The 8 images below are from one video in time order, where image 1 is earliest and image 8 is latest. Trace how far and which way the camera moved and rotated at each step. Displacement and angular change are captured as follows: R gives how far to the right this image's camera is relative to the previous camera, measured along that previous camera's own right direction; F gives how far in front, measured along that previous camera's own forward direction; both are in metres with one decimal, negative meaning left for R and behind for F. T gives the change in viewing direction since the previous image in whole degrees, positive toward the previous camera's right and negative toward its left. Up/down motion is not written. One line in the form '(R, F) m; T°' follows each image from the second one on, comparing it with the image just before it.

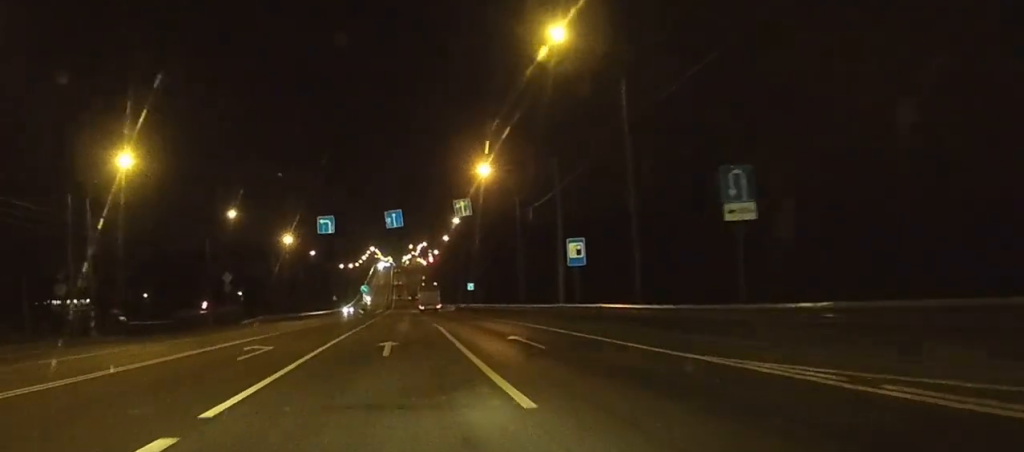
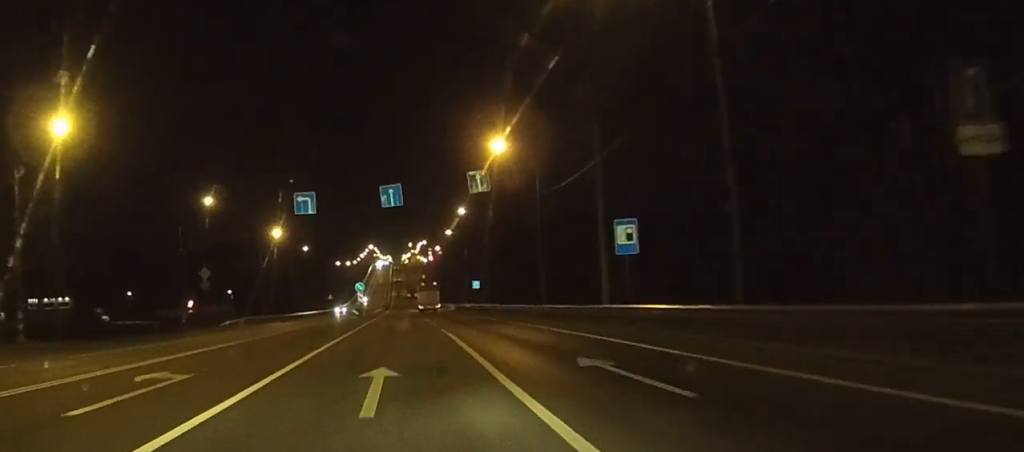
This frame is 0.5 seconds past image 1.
(-0.1, +10.4) m; 0°
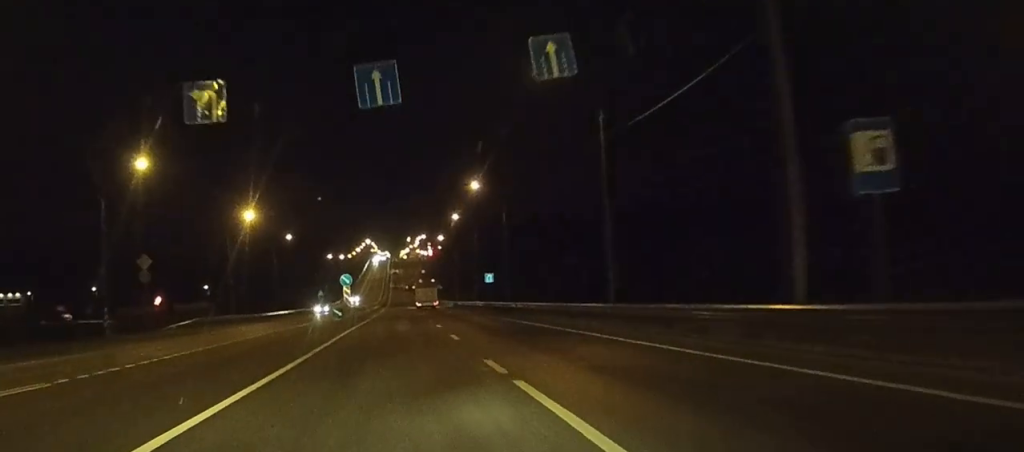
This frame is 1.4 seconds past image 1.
(0.0, +19.4) m; 0°
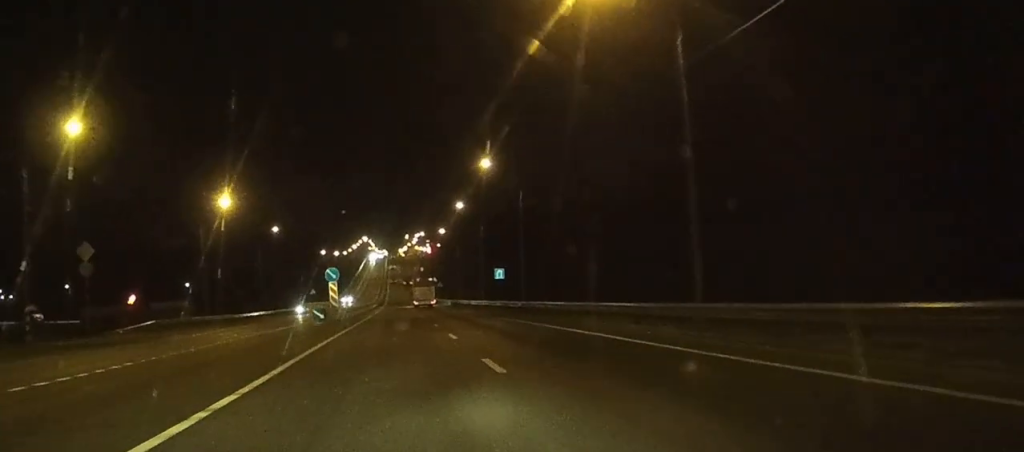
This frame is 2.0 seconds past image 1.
(0.0, +11.9) m; 0°
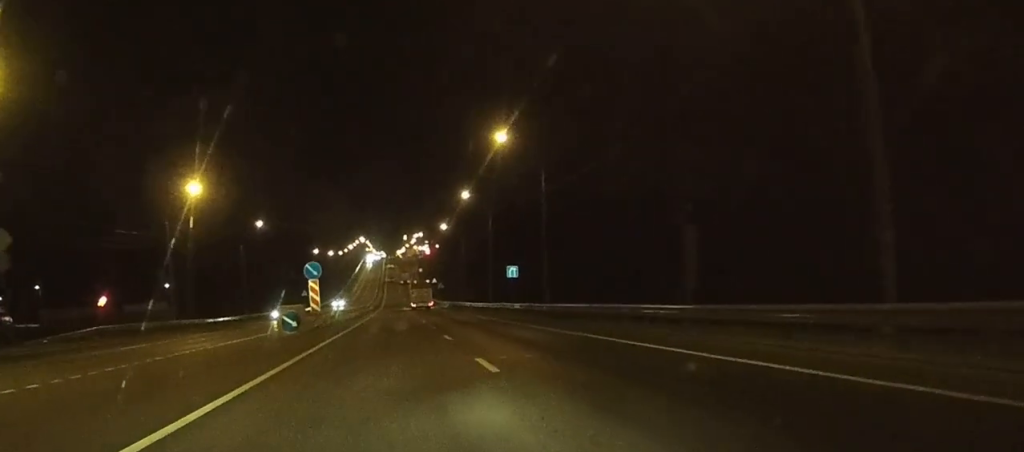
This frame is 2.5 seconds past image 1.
(0.0, +11.4) m; 0°
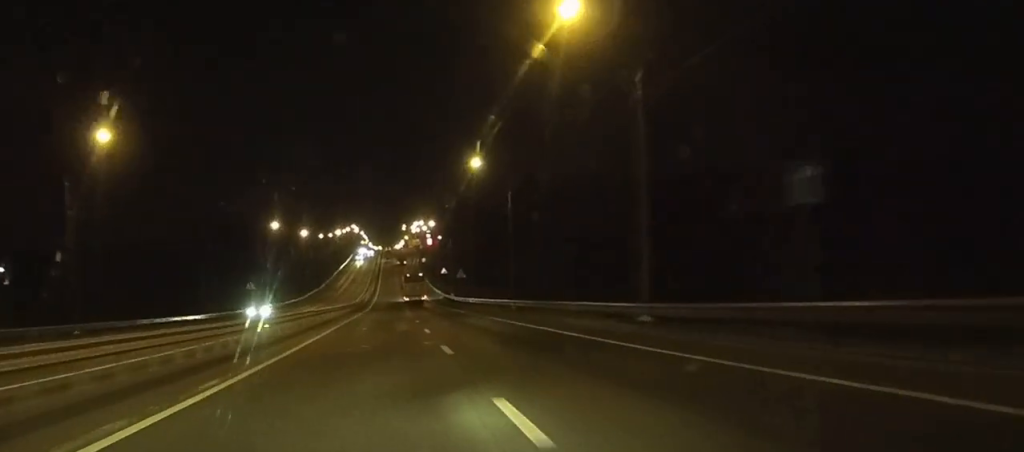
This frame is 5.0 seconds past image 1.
(0.0, +54.0) m; 0°
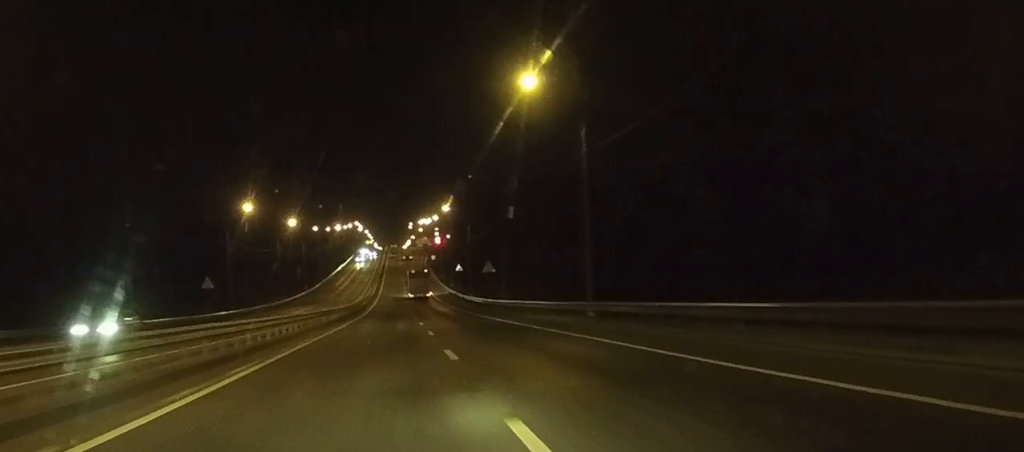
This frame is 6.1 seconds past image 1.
(-0.1, +25.8) m; 0°
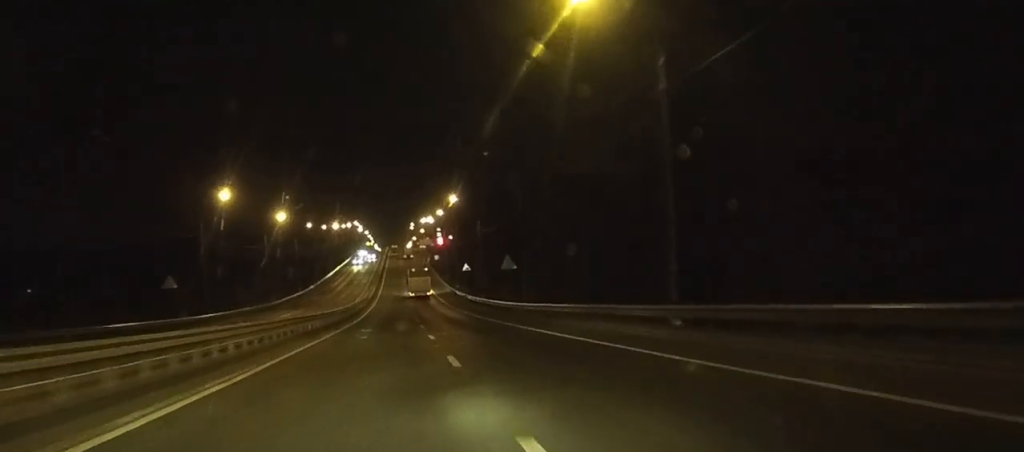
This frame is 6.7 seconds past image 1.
(0.0, +13.2) m; 0°
